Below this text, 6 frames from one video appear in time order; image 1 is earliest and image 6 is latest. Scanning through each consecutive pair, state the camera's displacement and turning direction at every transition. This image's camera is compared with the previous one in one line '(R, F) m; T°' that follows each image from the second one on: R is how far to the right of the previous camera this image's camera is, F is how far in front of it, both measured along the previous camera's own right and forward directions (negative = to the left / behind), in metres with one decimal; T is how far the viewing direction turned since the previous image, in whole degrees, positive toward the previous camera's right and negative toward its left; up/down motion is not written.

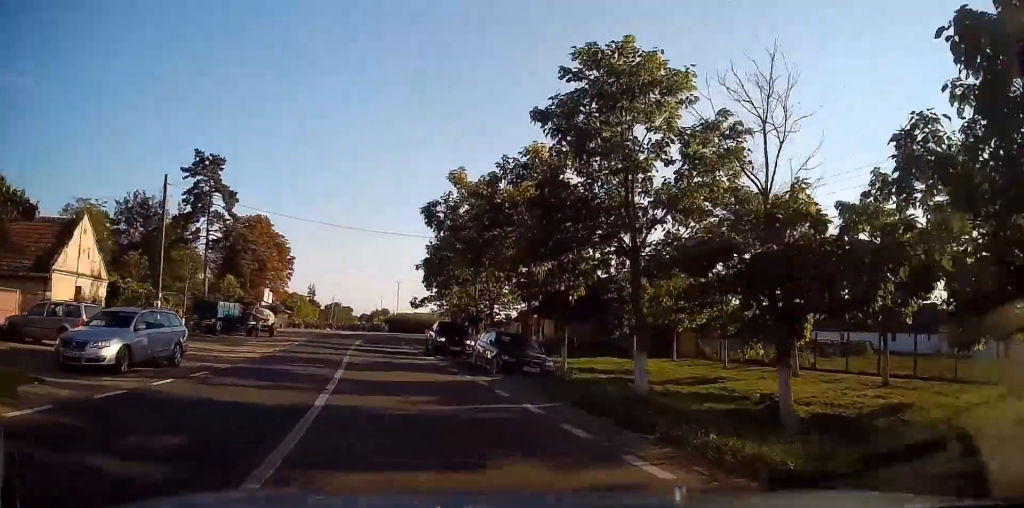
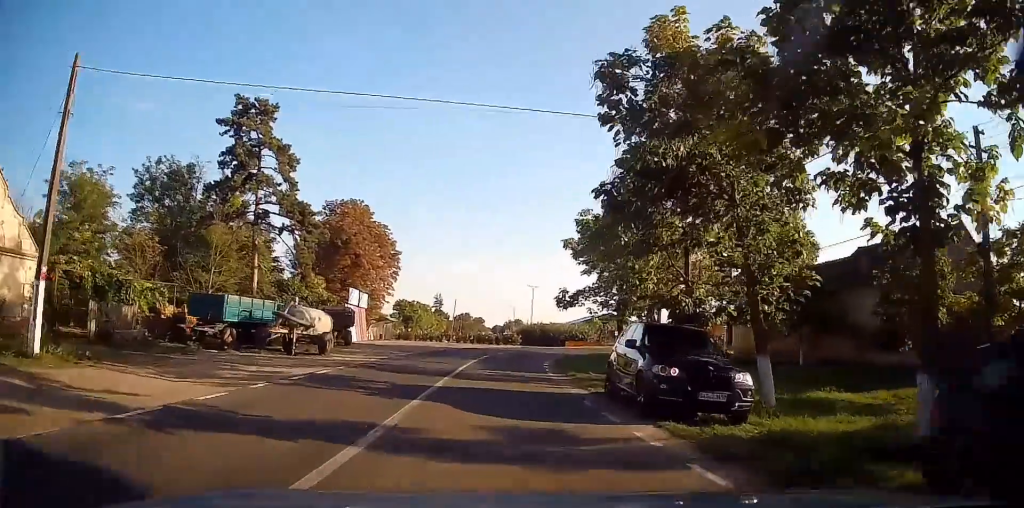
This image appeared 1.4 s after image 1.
(-2.6, +15.8) m; -15°
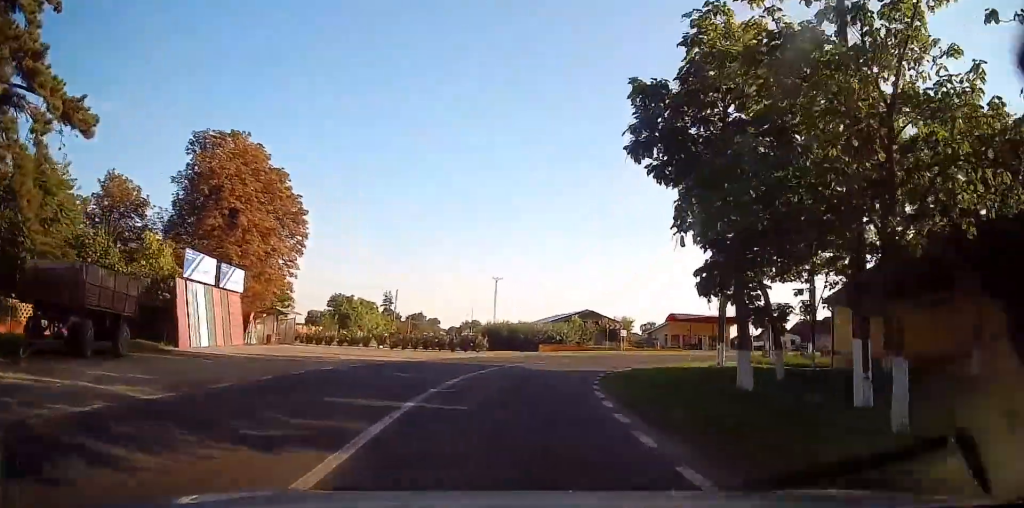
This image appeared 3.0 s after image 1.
(-0.7, +19.0) m; +1°
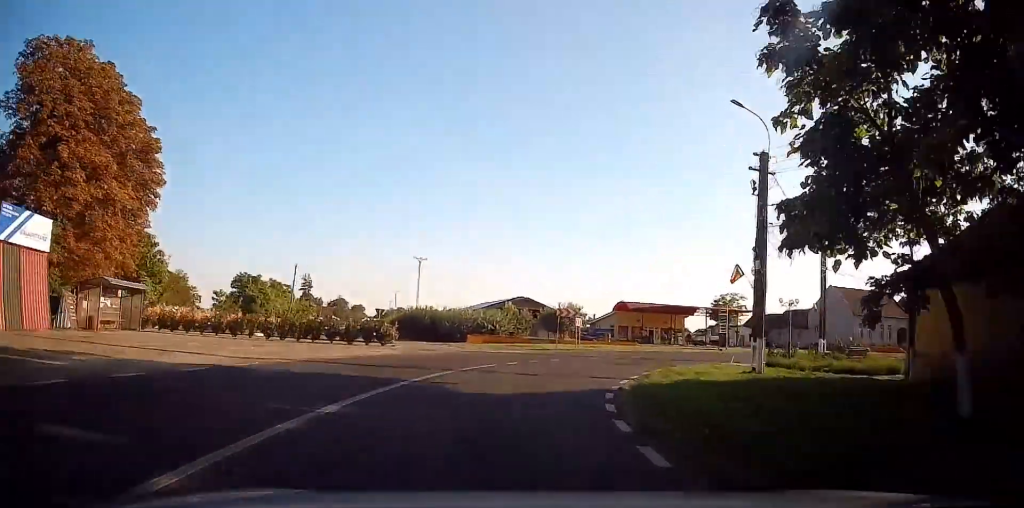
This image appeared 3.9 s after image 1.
(+0.5, +10.4) m; +7°
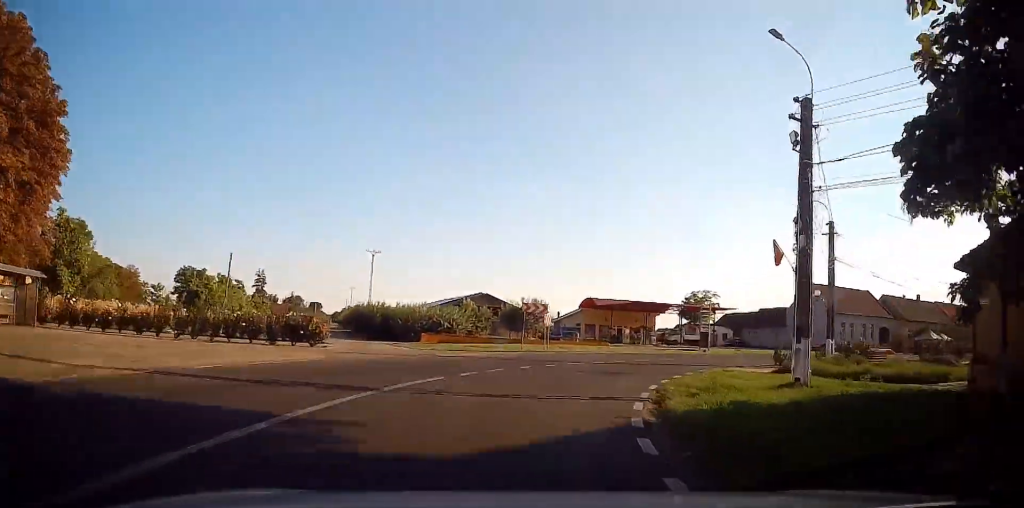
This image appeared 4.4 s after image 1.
(+0.1, +5.3) m; +4°
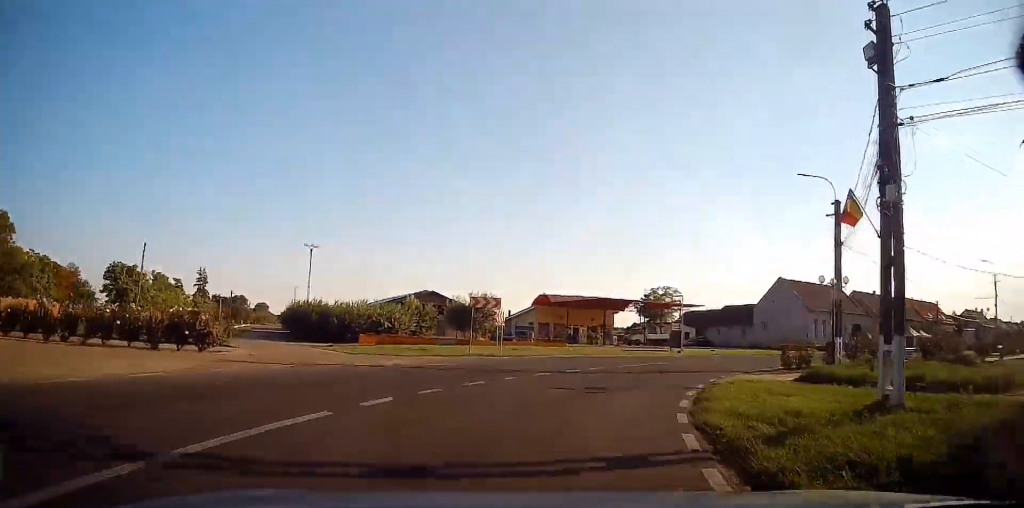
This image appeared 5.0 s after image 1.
(+0.4, +5.7) m; +7°
